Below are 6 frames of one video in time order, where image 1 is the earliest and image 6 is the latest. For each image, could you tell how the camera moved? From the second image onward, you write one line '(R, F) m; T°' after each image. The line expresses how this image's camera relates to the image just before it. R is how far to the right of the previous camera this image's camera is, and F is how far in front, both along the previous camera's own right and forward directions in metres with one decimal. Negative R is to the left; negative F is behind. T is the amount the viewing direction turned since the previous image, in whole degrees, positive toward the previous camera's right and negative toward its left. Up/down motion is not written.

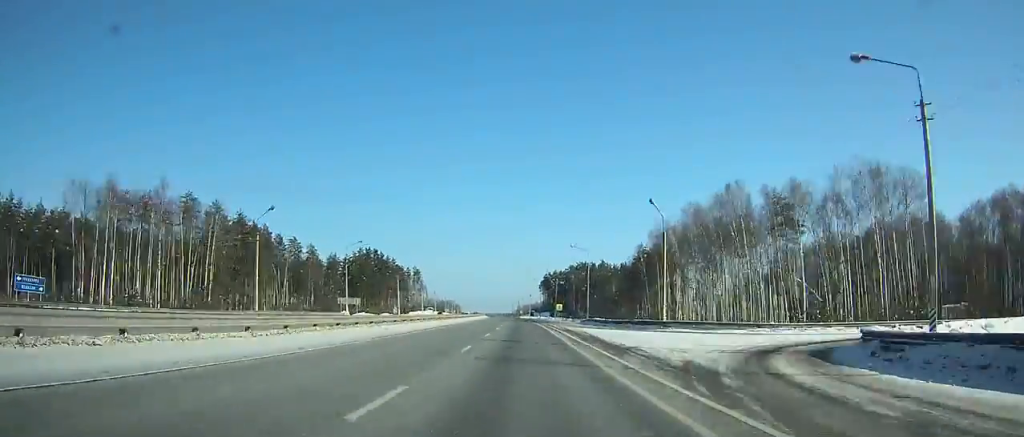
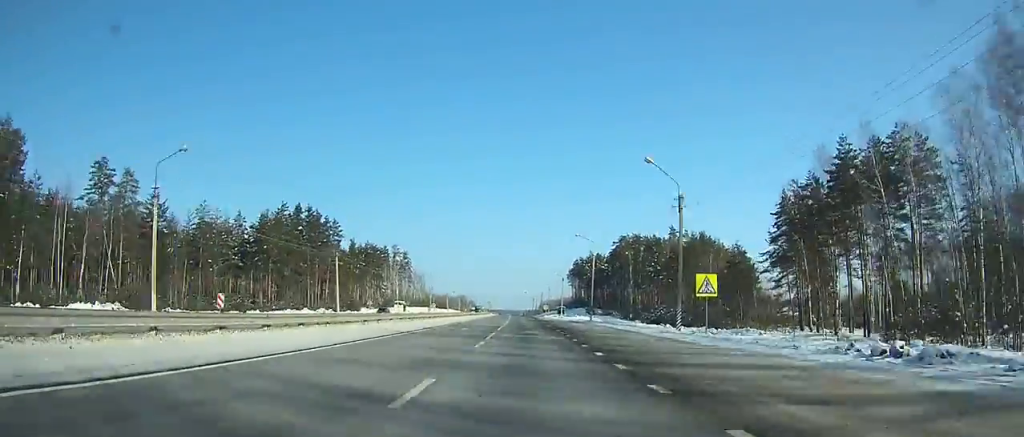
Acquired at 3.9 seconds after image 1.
(-1.6, +95.7) m; -2°
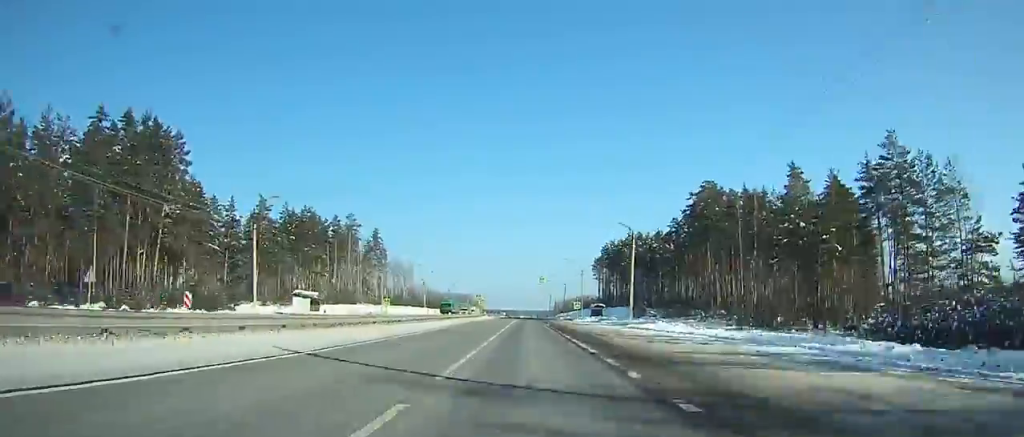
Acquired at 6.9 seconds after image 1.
(-0.6, +74.0) m; -1°
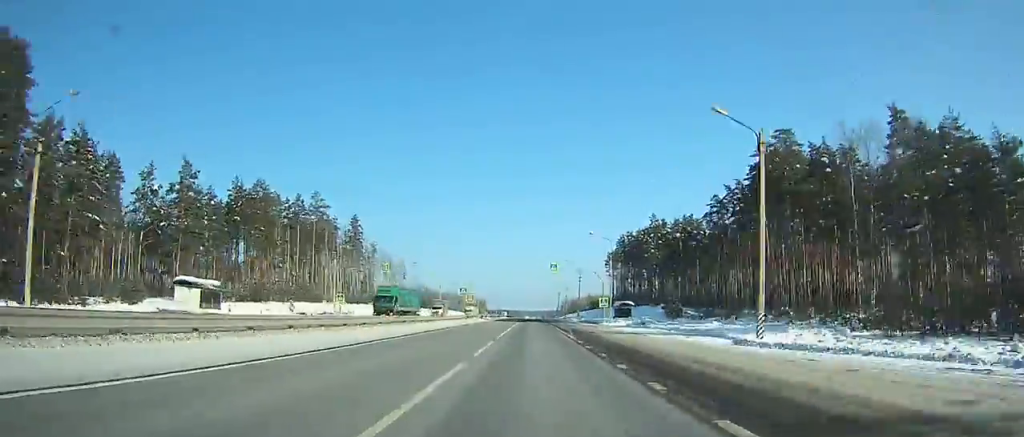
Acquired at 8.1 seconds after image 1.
(-0.2, +29.8) m; 0°
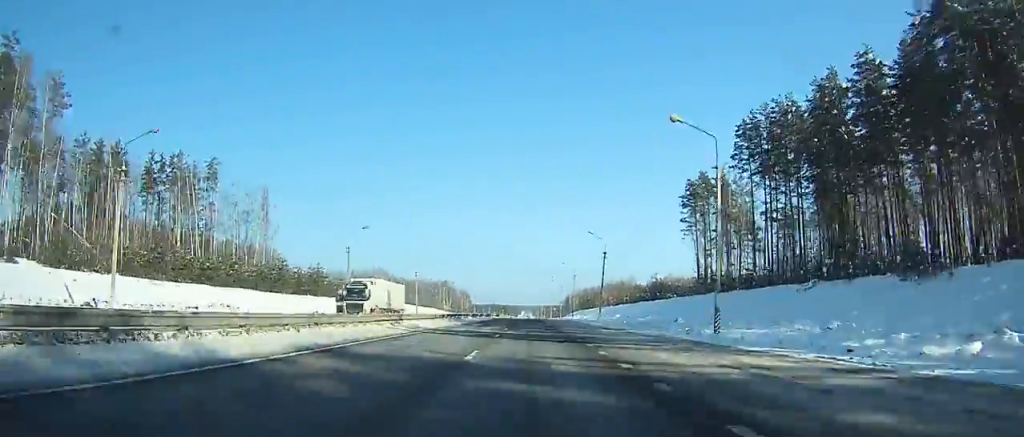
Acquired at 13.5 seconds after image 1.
(-0.3, +134.1) m; 0°
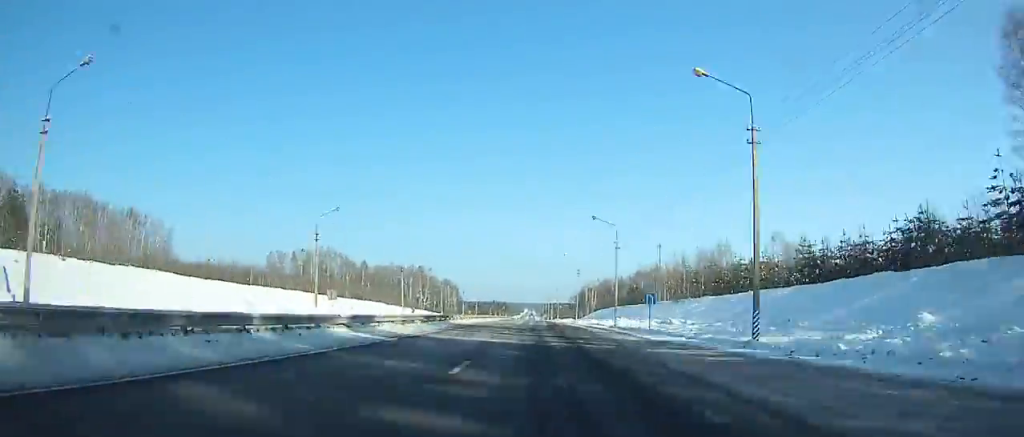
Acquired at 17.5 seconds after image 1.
(0.0, +99.8) m; 0°
